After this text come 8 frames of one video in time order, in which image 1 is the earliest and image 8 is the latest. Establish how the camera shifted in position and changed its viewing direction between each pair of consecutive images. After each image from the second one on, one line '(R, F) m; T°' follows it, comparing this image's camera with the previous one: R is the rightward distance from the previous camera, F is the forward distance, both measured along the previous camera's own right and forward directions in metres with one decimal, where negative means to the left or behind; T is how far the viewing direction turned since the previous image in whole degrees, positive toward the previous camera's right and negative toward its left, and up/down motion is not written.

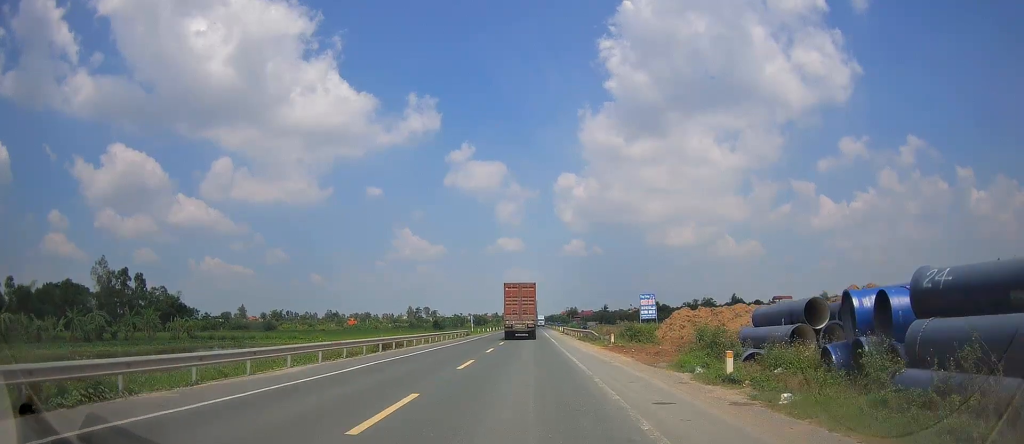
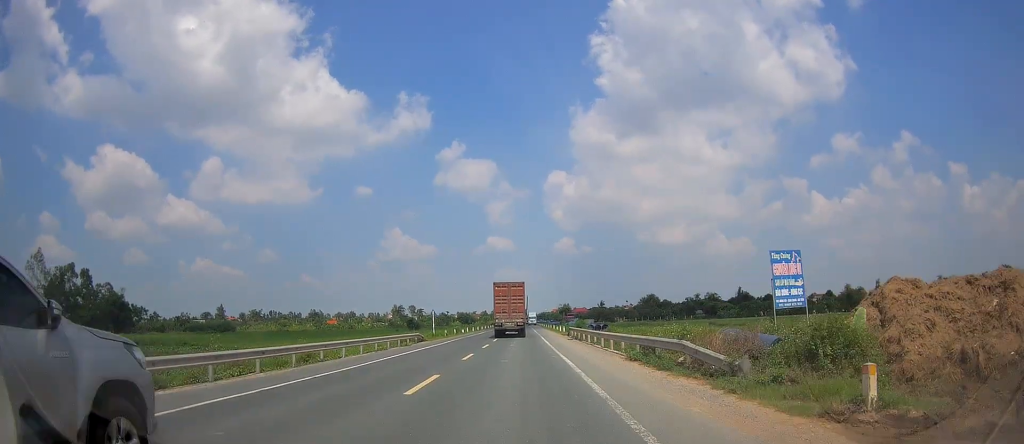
(+0.2, +25.7) m; 0°
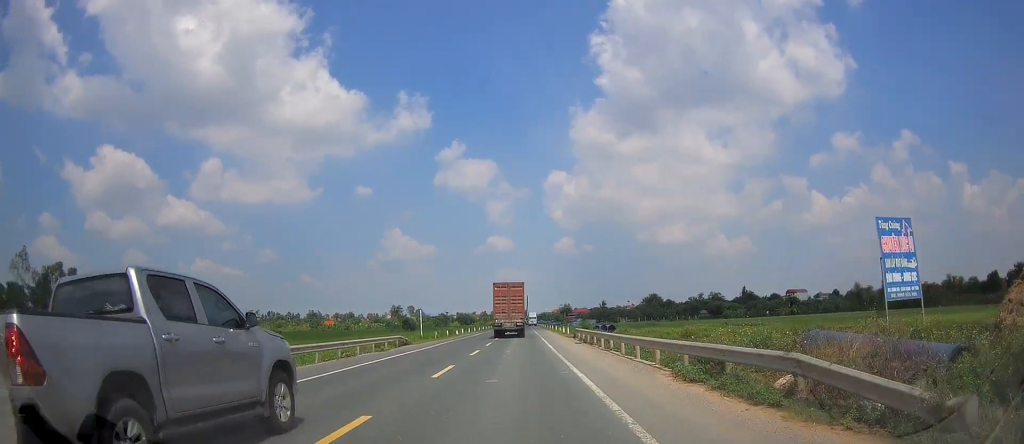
(0.0, +6.5) m; 0°
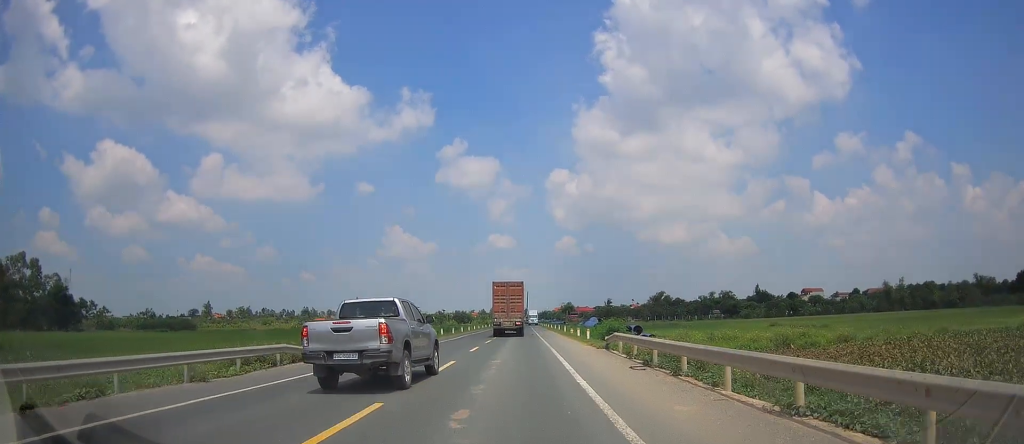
(+0.2, +18.6) m; +1°
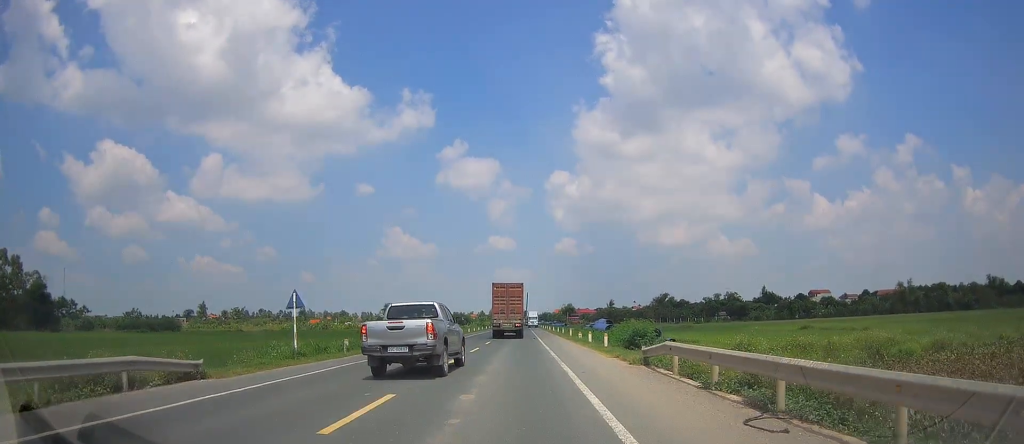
(+0.1, +8.6) m; 0°
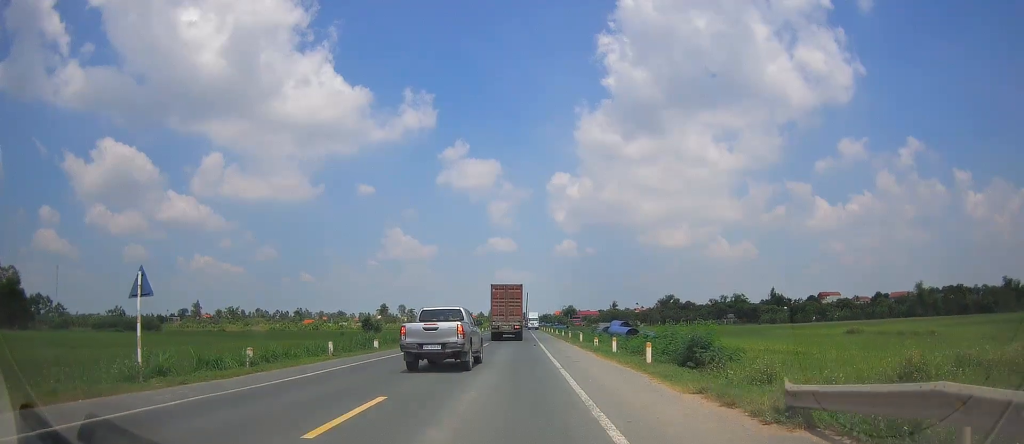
(0.0, +10.2) m; -1°
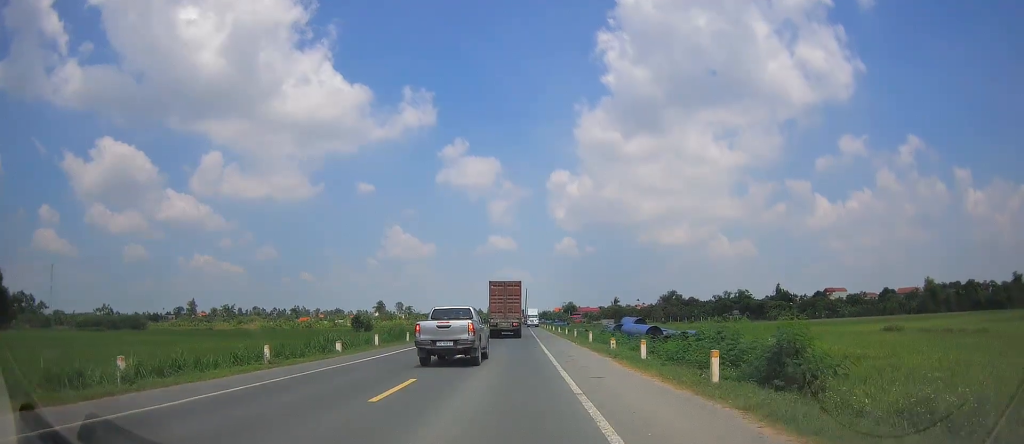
(-0.1, +6.7) m; 0°
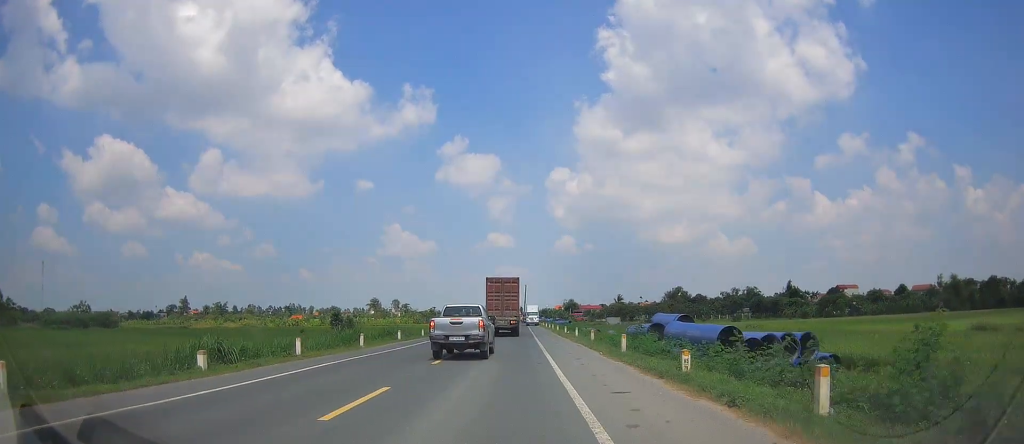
(0.0, +12.3) m; 0°
